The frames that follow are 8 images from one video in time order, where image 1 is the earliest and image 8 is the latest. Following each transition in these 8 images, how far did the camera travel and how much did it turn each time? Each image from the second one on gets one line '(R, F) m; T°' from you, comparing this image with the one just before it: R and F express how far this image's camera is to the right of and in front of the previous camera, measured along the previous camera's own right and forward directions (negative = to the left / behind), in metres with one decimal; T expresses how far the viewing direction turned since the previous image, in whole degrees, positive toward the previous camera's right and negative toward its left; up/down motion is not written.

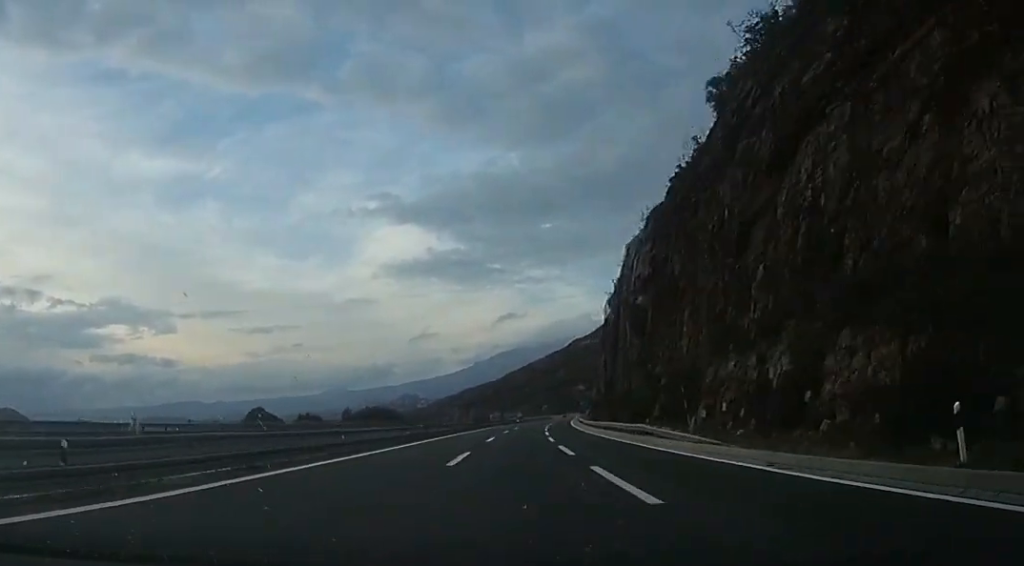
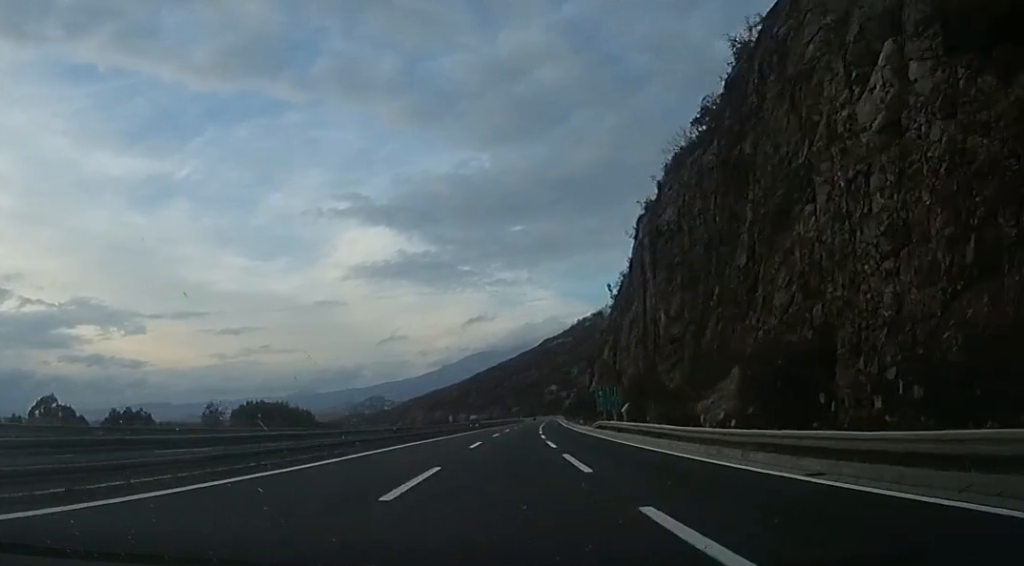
(0.0, +42.5) m; 0°
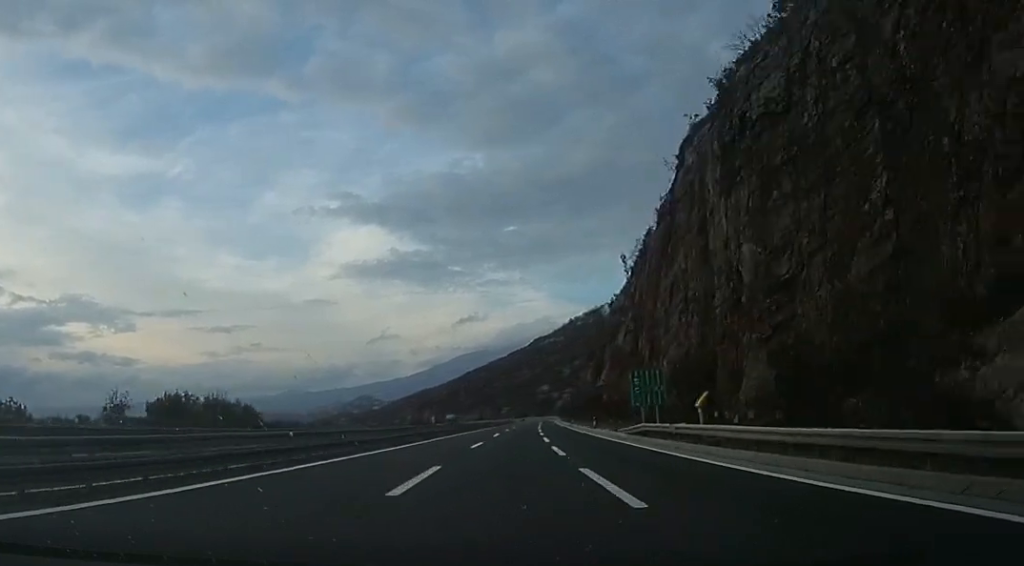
(0.0, +17.2) m; +1°
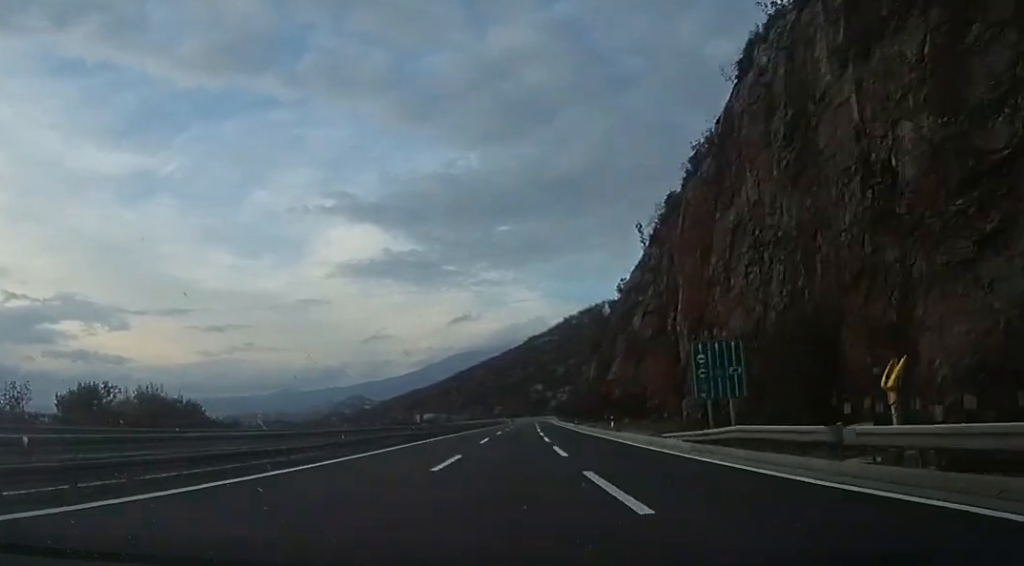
(-0.2, +12.4) m; +1°
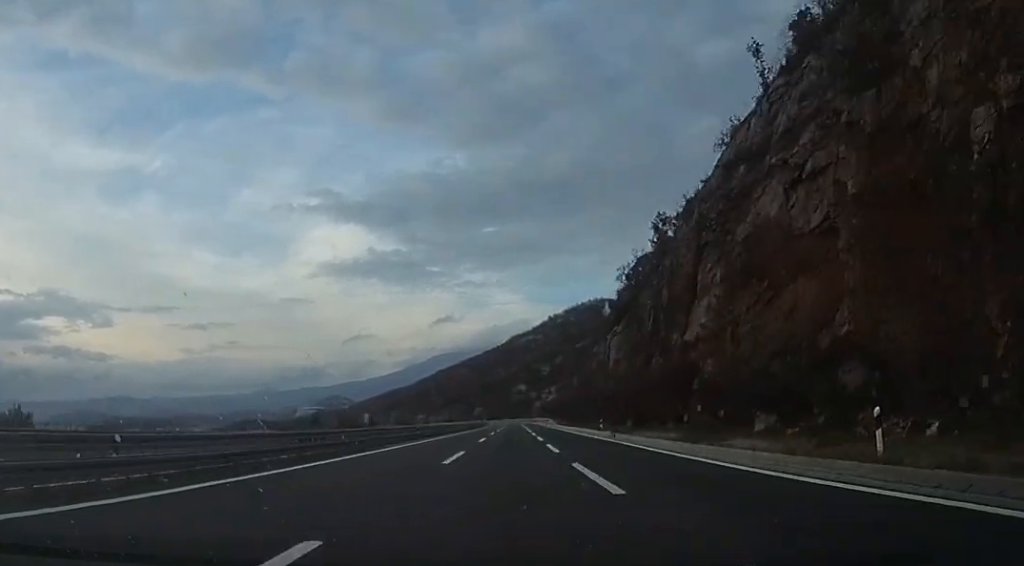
(+1.0, +32.9) m; +4°
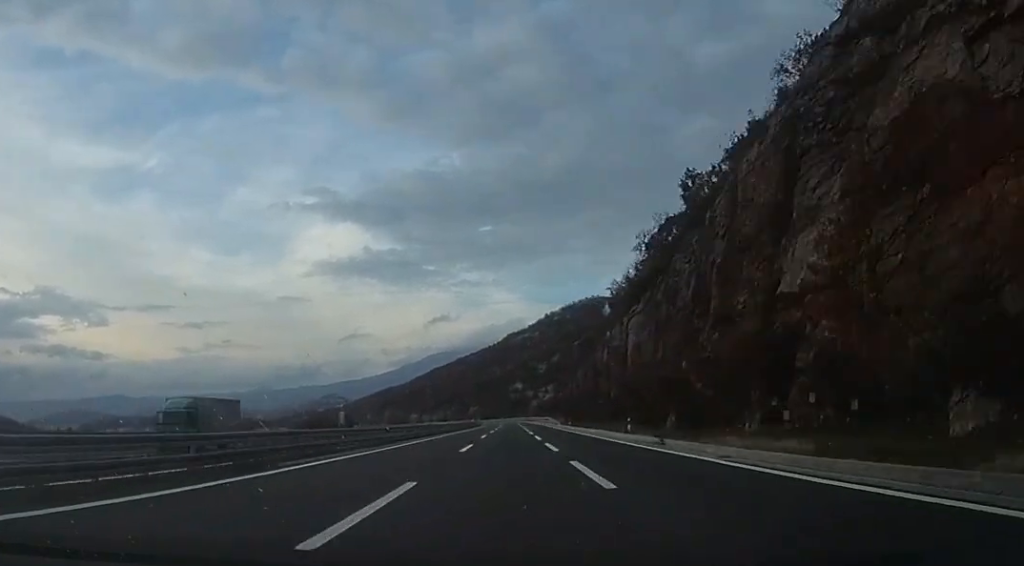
(+0.3, +11.9) m; 0°
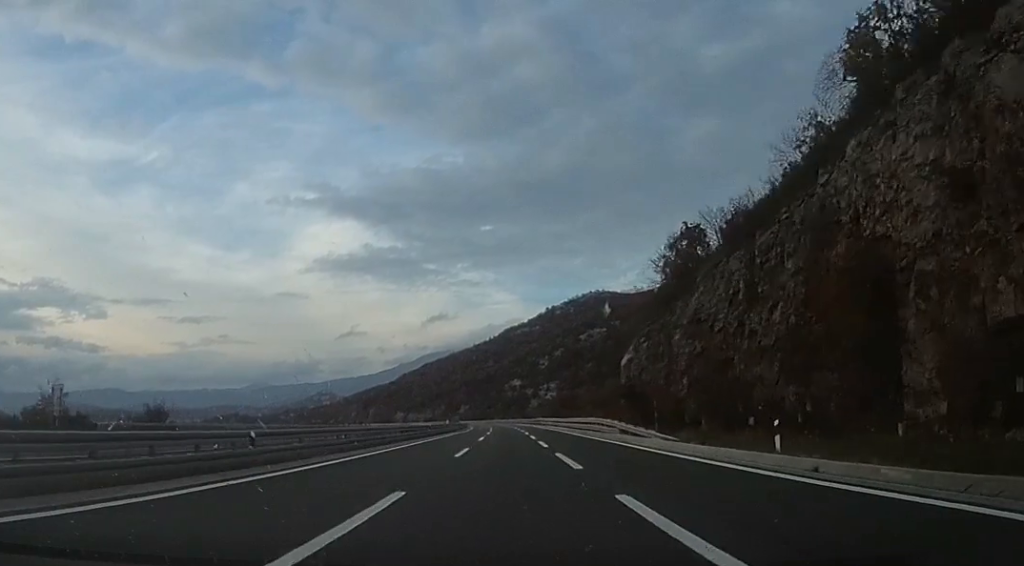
(+0.3, +55.2) m; +1°
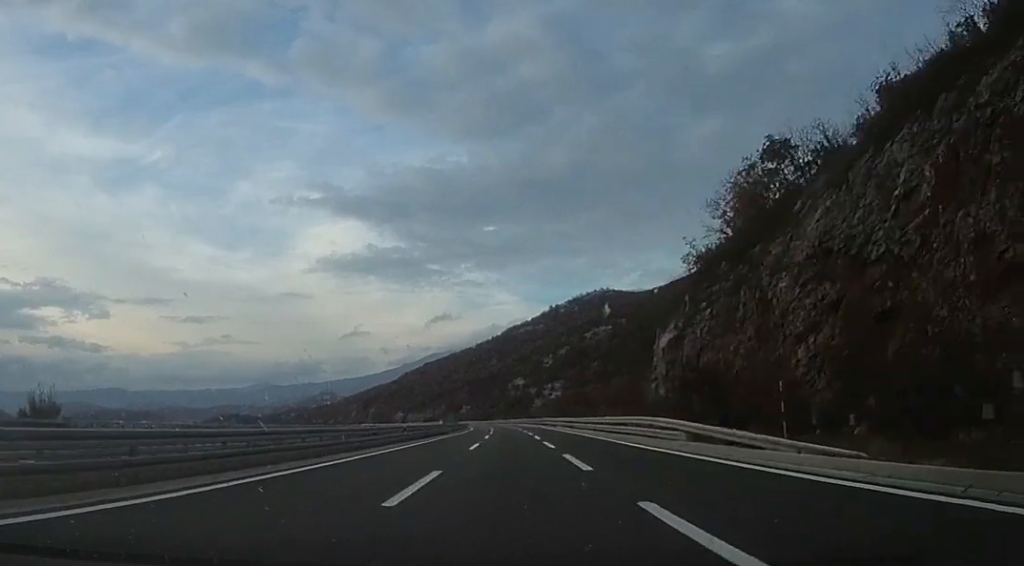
(+0.7, +13.1) m; 0°
